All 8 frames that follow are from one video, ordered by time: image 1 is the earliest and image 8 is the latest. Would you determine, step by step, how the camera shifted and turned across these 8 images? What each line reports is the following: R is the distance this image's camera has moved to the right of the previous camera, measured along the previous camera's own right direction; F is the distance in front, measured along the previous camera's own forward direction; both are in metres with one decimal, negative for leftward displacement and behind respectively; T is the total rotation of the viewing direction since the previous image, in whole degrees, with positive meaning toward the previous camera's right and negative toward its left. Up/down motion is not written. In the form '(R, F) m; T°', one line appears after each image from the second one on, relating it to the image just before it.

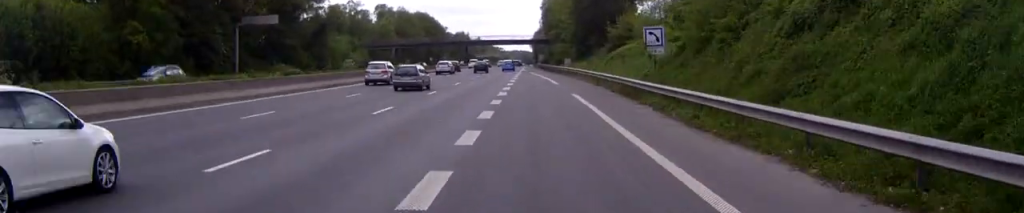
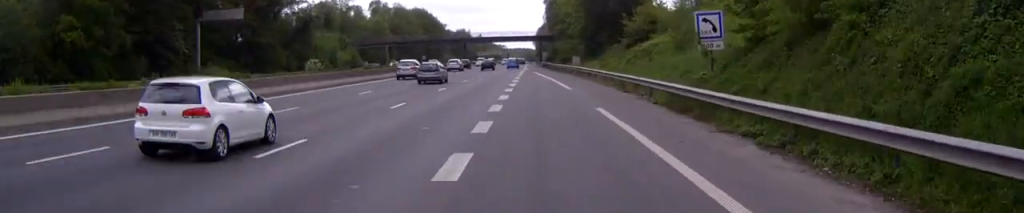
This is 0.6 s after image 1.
(+0.1, +11.1) m; 0°
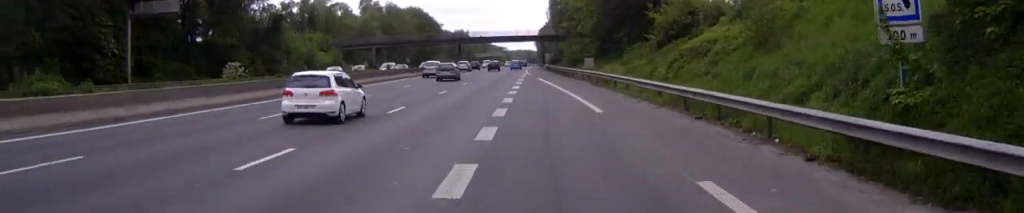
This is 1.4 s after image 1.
(0.0, +14.3) m; -1°
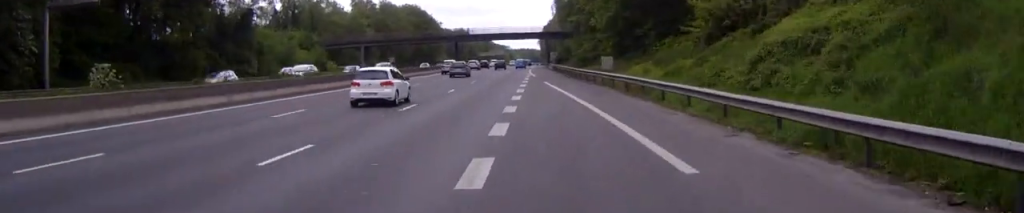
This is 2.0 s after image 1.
(-0.1, +12.6) m; -1°
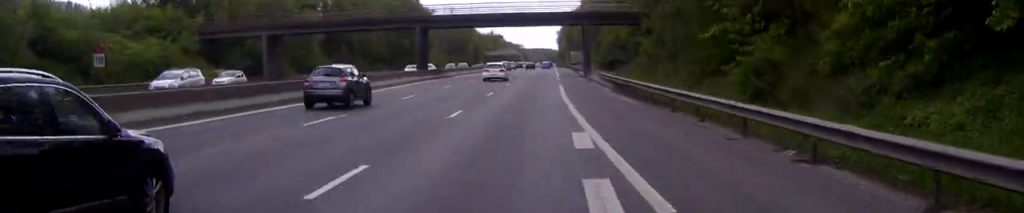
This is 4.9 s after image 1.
(-1.2, +55.0) m; -2°
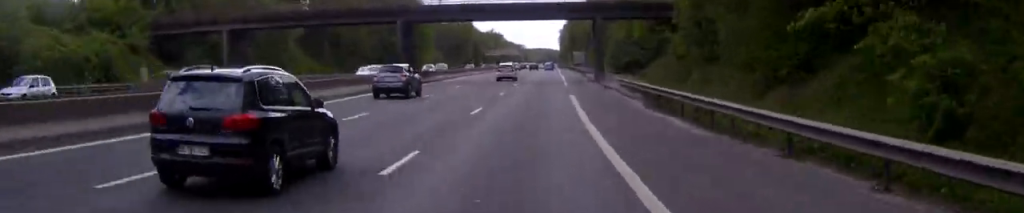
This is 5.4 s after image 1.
(0.0, +10.7) m; 0°
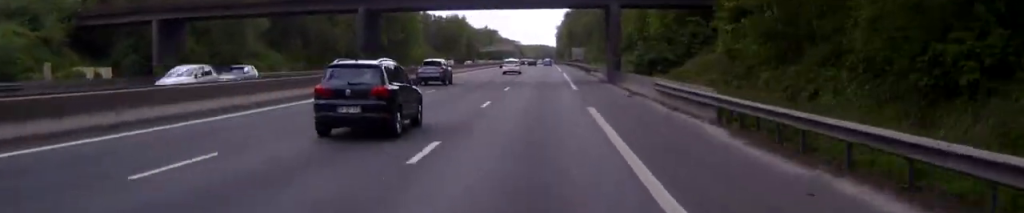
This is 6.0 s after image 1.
(0.0, +12.8) m; 0°
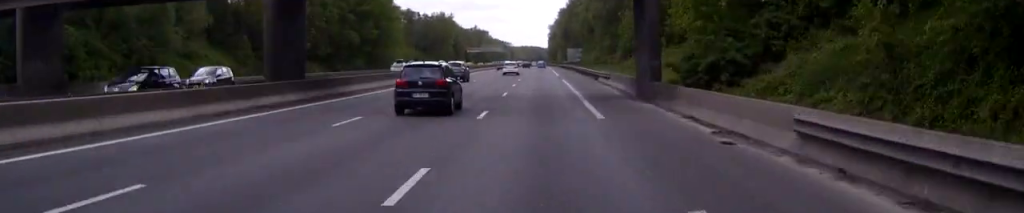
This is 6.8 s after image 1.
(+0.1, +16.3) m; +1°
